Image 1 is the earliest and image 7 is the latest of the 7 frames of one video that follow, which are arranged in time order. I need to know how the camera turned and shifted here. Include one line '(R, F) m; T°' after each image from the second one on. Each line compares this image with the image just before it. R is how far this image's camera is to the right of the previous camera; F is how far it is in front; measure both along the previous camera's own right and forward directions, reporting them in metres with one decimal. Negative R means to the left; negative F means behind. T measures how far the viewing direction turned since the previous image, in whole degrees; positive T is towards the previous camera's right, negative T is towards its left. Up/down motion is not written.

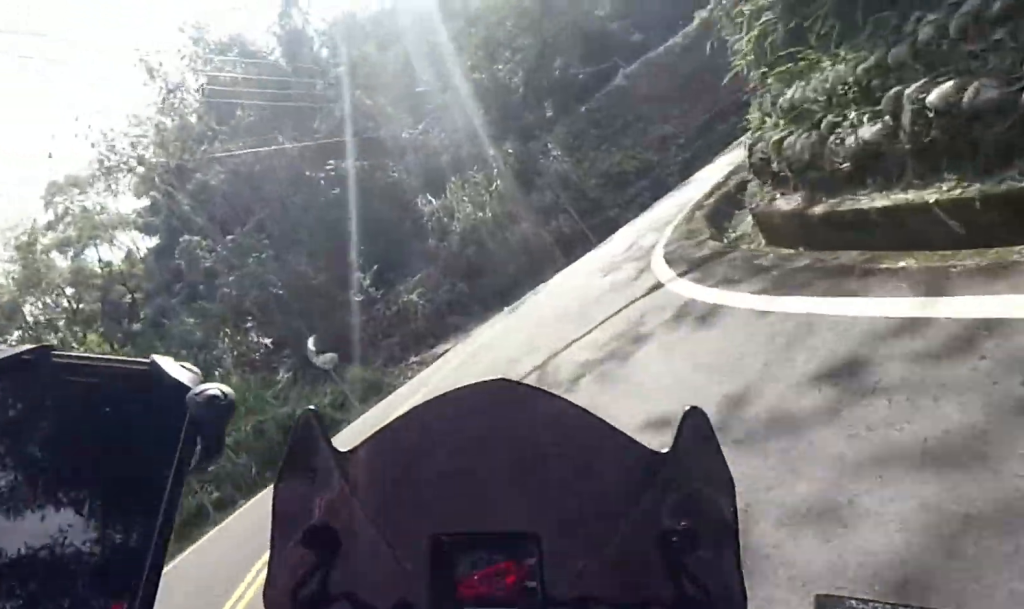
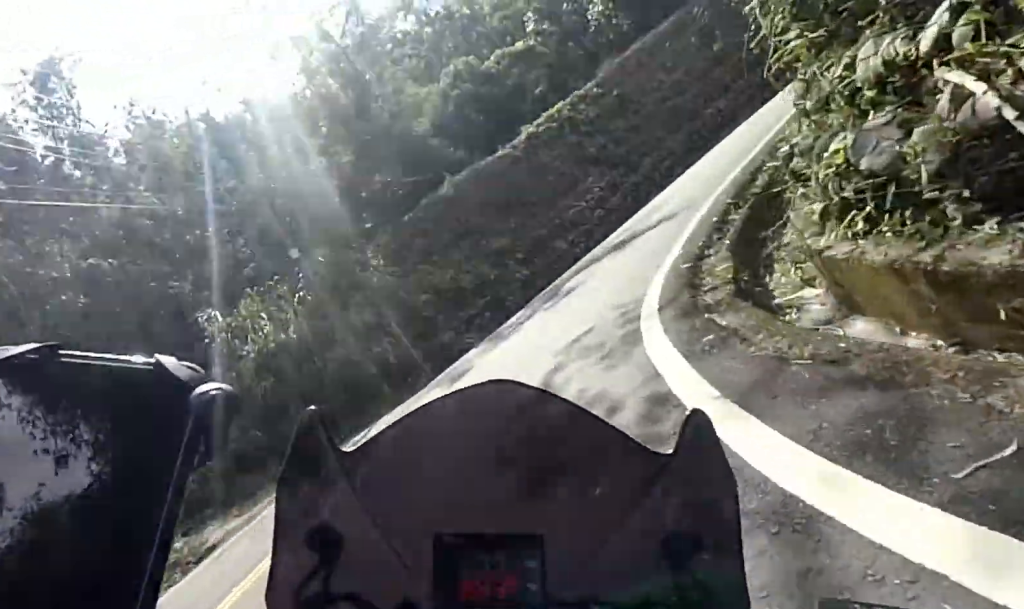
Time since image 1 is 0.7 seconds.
(-0.9, +7.7) m; +7°
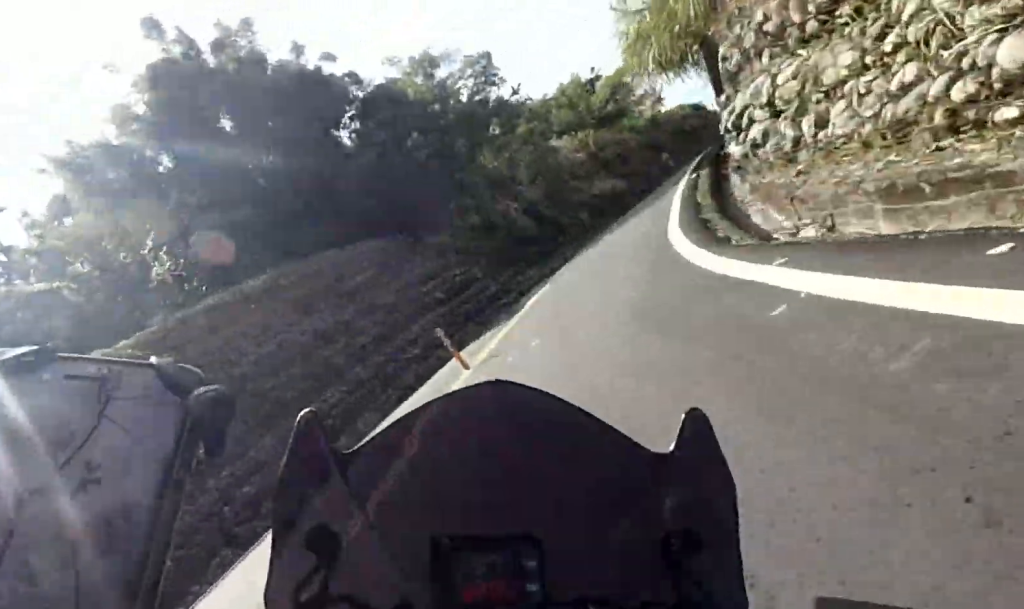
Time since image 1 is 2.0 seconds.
(+4.0, +12.1) m; +48°
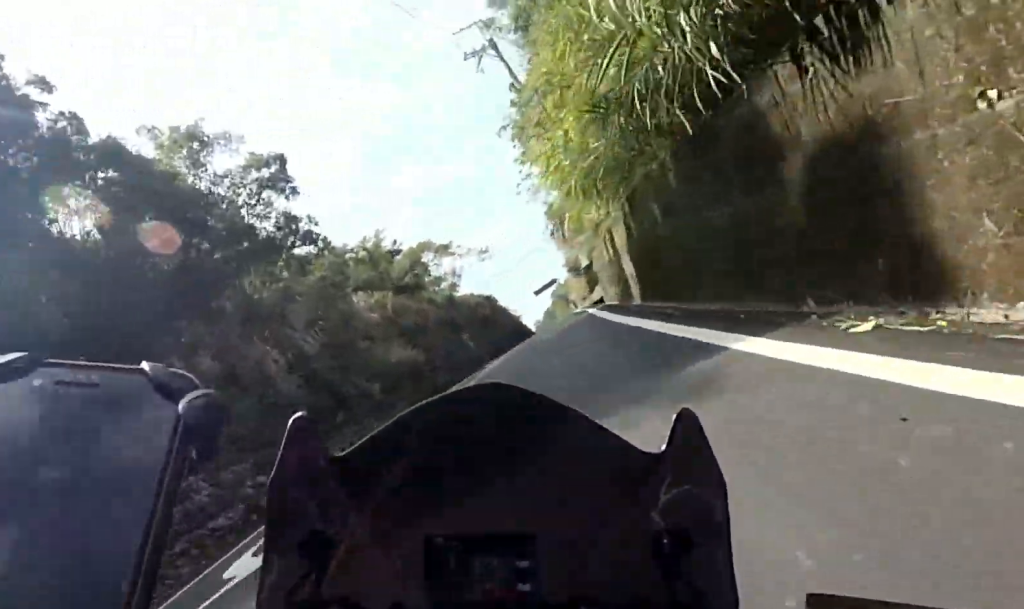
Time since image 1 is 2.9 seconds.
(+2.6, +8.3) m; +37°
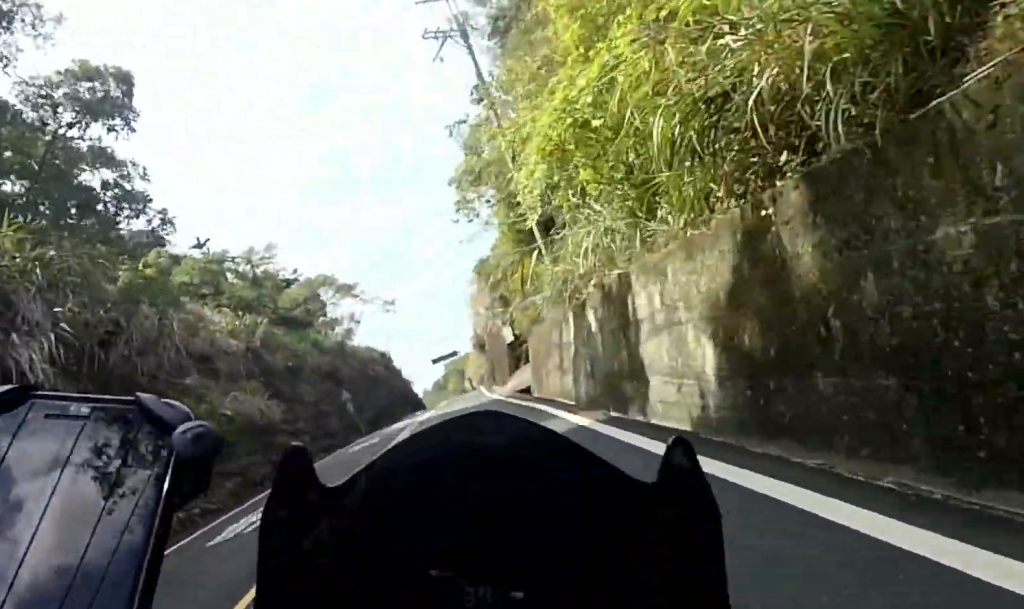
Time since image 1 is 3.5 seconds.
(+2.0, +7.5) m; +9°
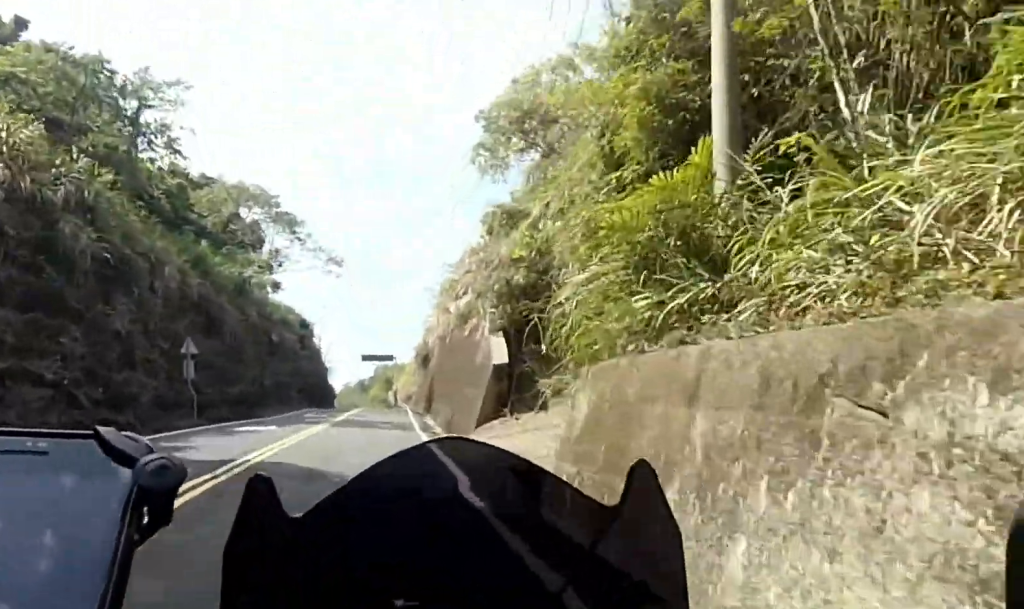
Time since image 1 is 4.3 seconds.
(+1.3, +12.4) m; +7°
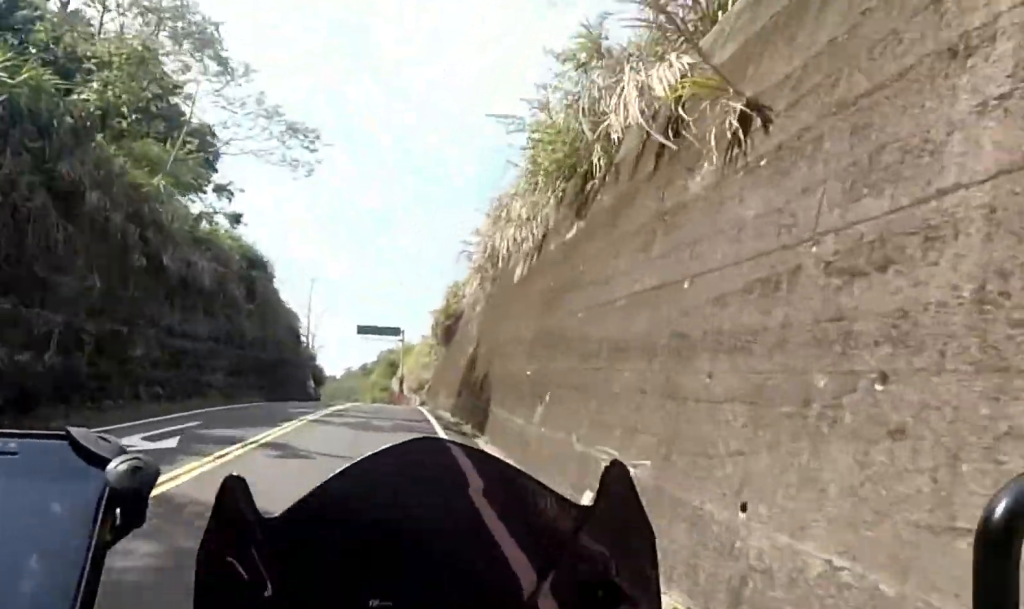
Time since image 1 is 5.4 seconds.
(+0.2, +18.0) m; +3°
